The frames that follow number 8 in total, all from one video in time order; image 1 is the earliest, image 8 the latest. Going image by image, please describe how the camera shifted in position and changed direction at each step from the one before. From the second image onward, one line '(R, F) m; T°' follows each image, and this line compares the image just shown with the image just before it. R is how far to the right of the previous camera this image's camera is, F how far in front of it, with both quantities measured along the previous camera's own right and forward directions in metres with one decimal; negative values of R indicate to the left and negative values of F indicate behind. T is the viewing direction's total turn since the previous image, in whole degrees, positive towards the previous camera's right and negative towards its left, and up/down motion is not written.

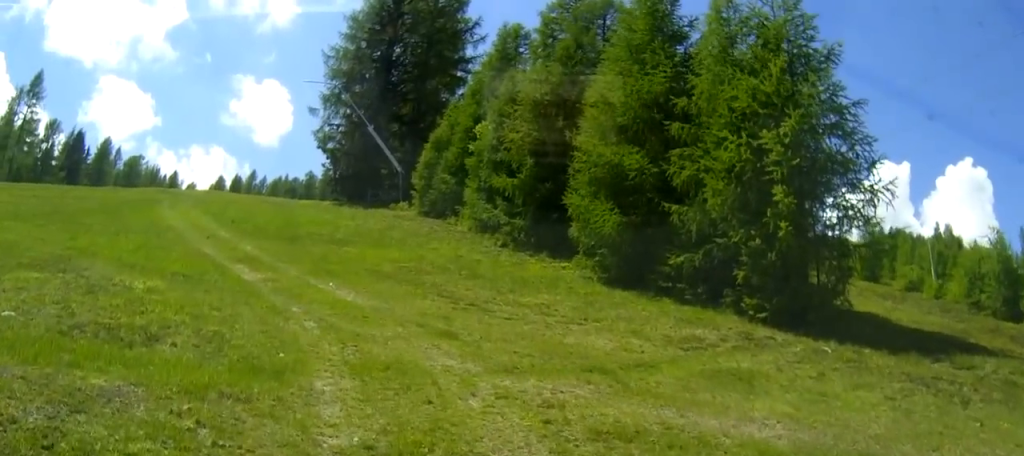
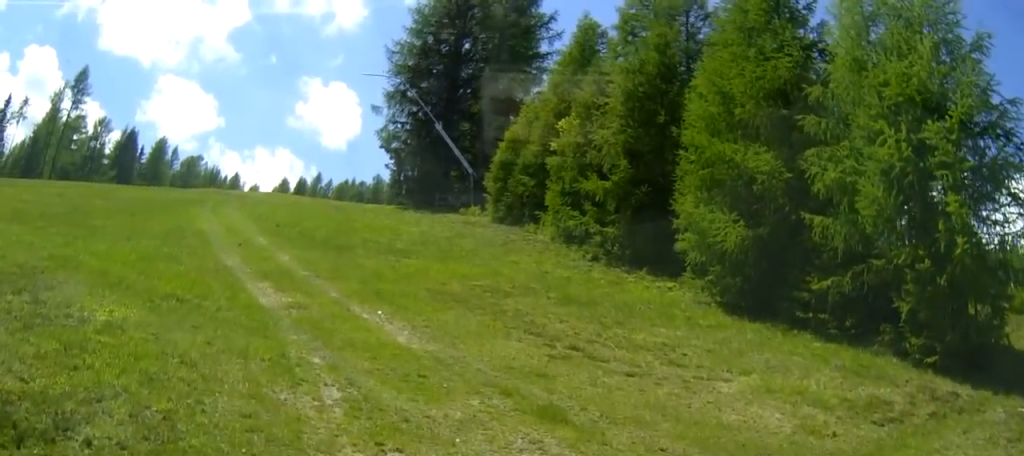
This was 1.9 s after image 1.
(-0.2, +3.9) m; -8°
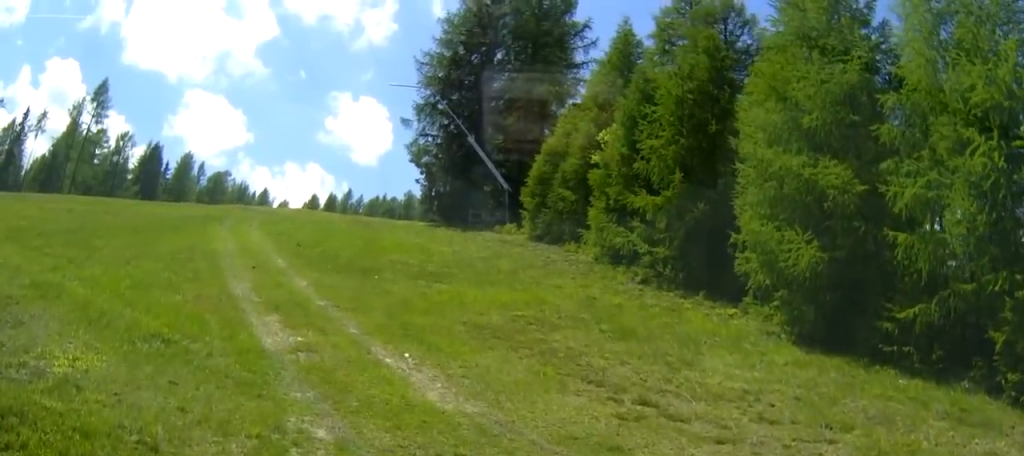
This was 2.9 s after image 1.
(-0.1, +1.9) m; -4°
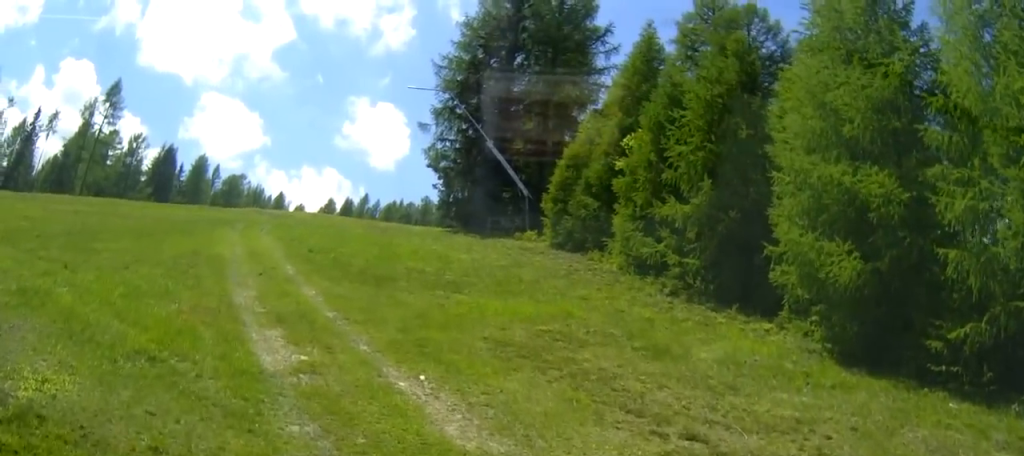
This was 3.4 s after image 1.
(+0.1, +1.0) m; -3°
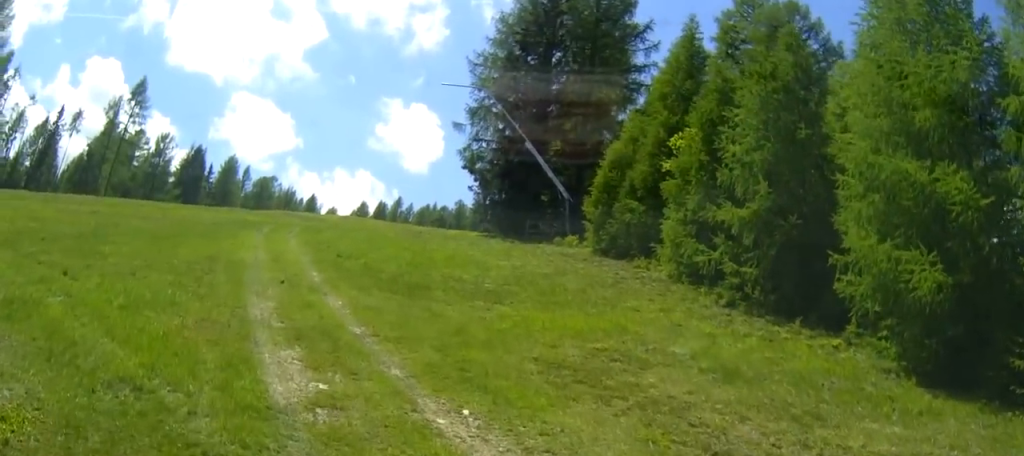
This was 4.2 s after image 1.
(-0.1, +1.4) m; -7°
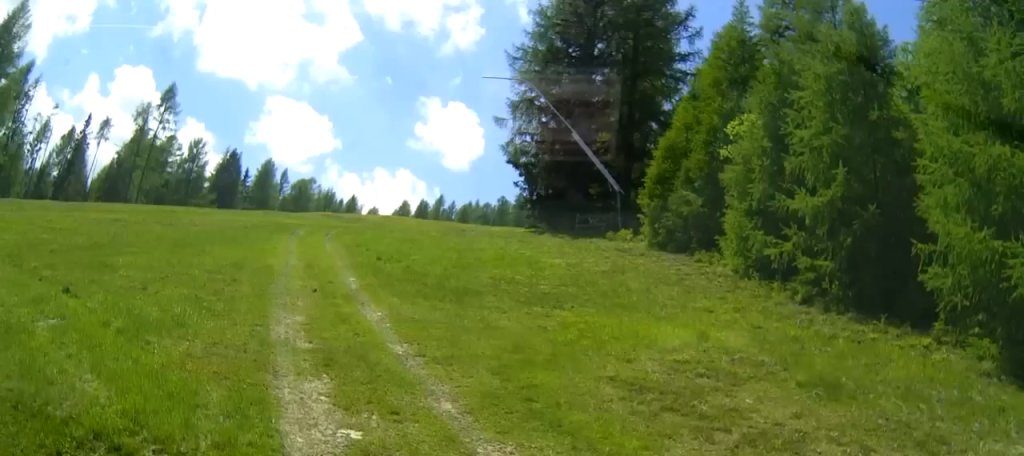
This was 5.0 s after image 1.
(-0.1, +1.7) m; -7°
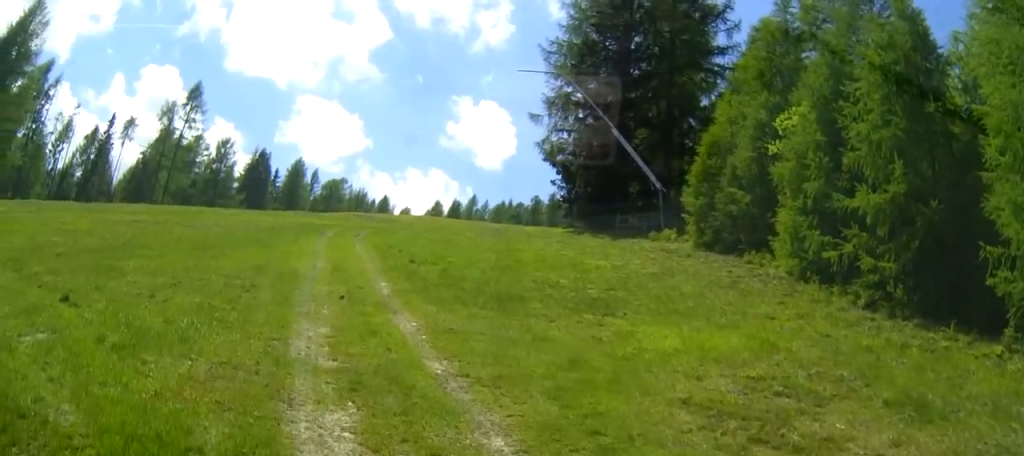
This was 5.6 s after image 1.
(0.0, +1.4) m; -4°
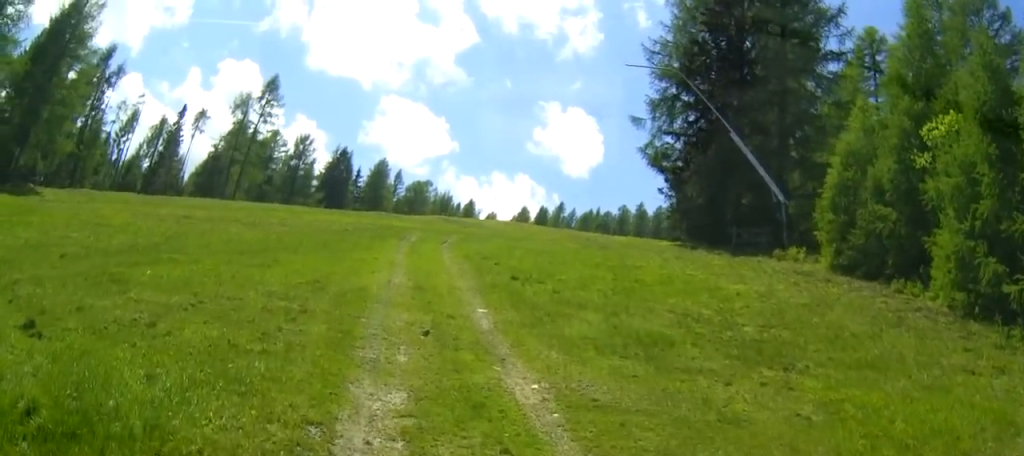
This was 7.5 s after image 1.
(-0.1, +4.2) m; -2°
